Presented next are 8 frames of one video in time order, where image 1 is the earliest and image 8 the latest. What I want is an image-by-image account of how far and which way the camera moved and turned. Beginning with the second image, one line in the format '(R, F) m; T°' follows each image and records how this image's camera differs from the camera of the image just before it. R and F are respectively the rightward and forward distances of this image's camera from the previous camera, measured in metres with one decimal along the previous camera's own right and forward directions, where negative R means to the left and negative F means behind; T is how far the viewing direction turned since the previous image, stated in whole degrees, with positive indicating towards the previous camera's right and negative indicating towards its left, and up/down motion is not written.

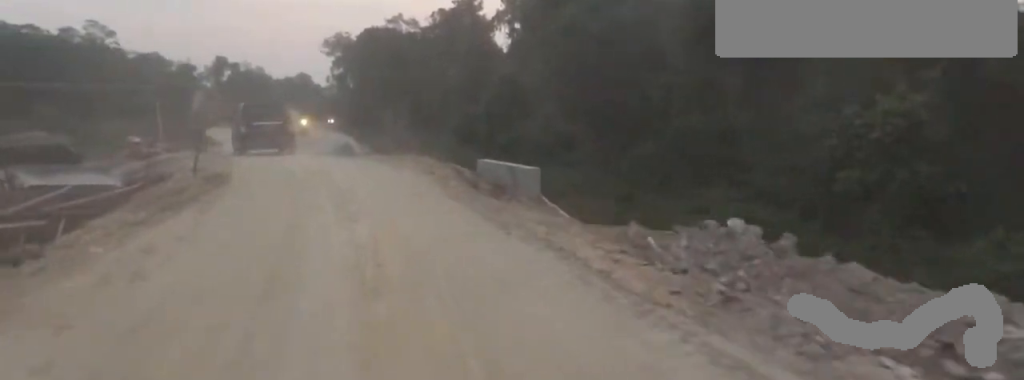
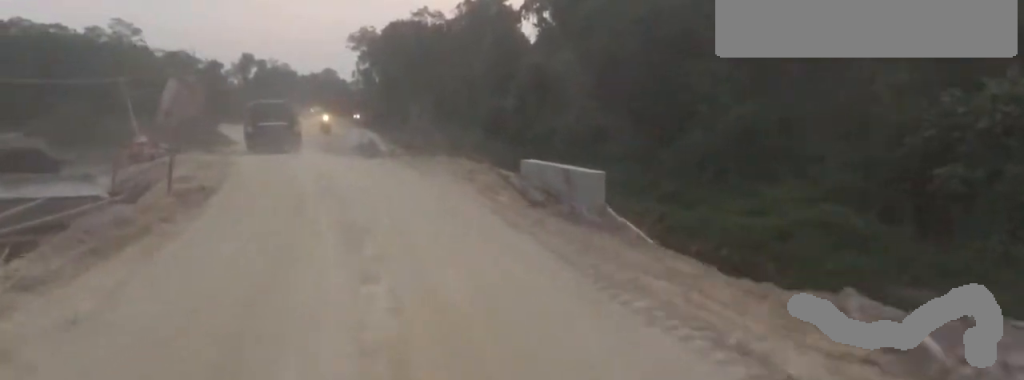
(-0.2, +2.5) m; -5°
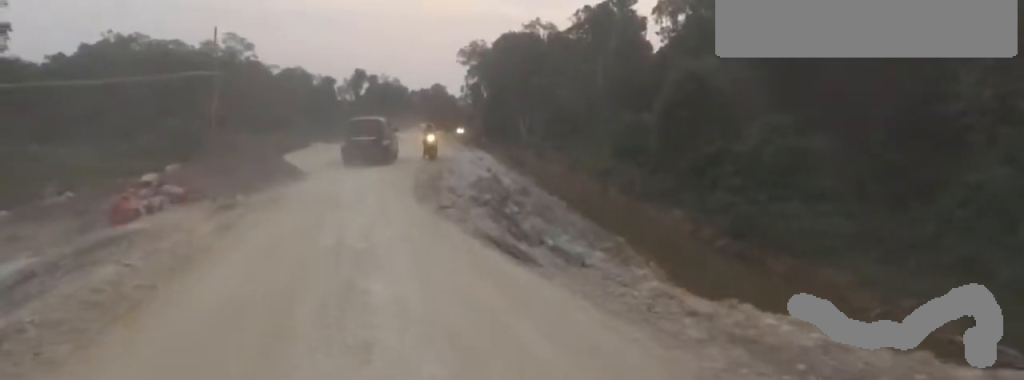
(-1.6, +9.4) m; -17°
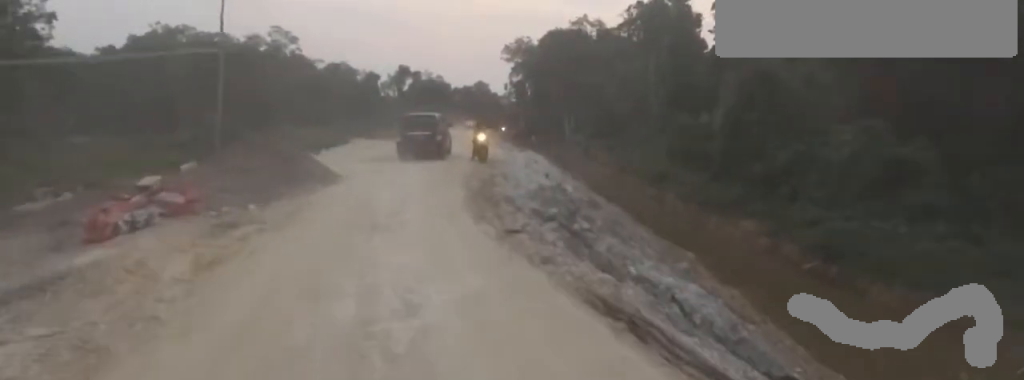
(-0.4, +3.0) m; 0°
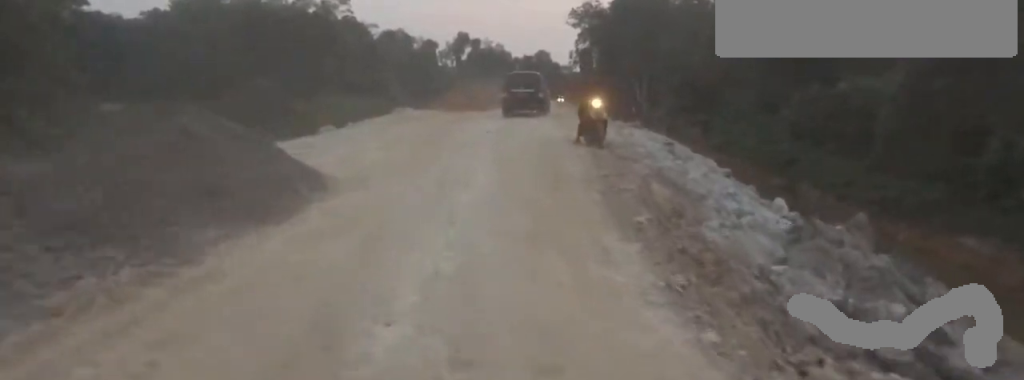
(+0.2, +9.4) m; 0°
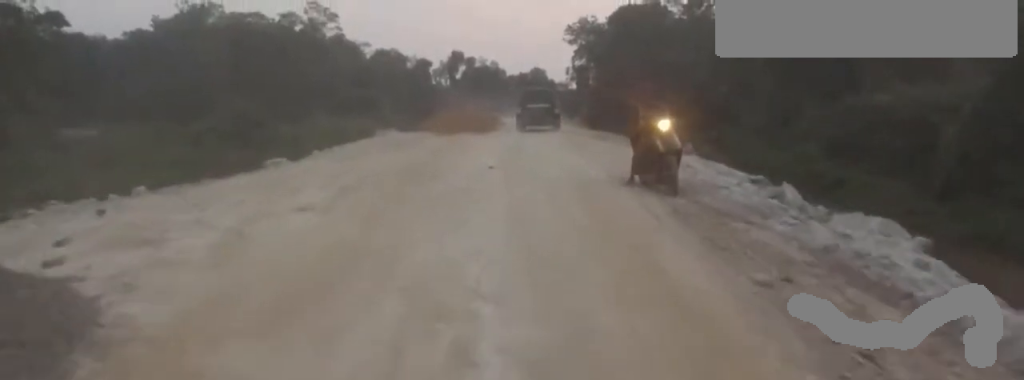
(0.0, +4.8) m; 0°
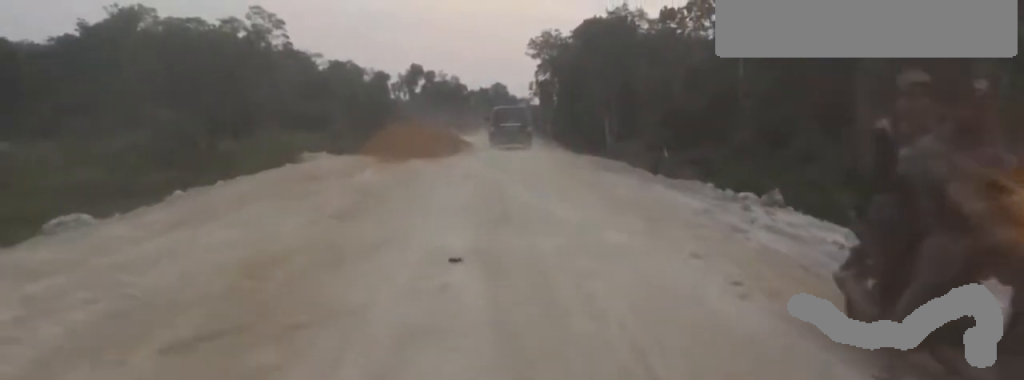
(+0.1, +6.2) m; -2°
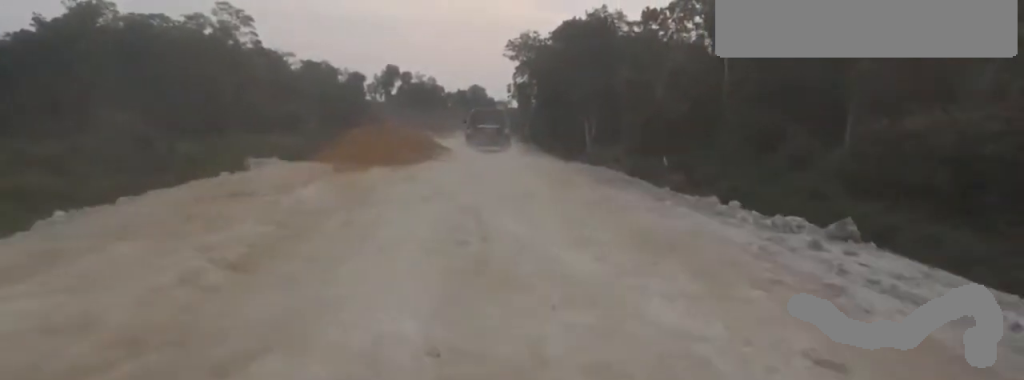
(-0.2, +2.6) m; -2°
